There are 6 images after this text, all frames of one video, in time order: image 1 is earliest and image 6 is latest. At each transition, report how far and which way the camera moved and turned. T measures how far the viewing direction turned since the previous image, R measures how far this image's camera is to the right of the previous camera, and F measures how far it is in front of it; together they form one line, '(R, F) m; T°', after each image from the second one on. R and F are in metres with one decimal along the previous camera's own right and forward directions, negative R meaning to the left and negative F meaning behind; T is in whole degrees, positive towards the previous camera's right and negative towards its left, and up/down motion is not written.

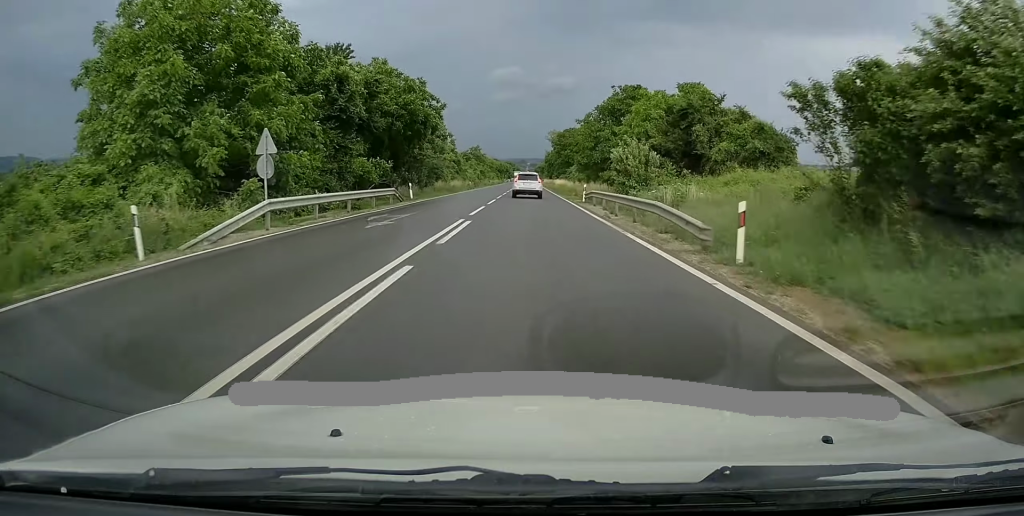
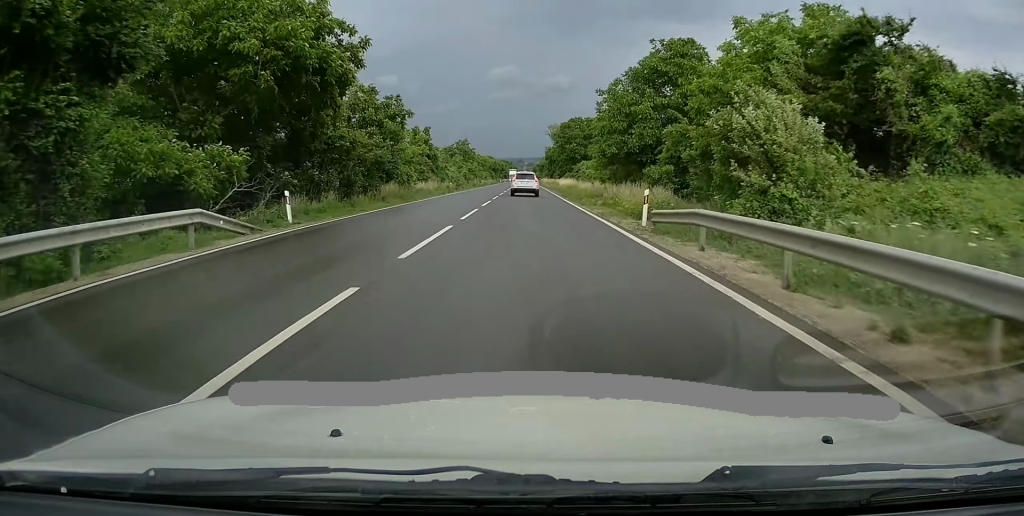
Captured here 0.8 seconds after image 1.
(+0.2, +20.0) m; 0°
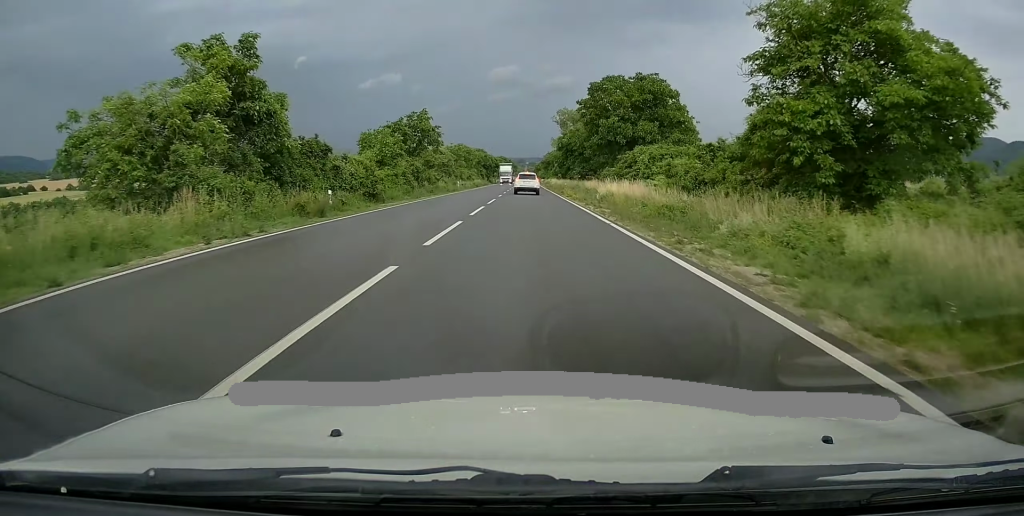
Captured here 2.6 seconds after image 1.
(-0.2, +42.7) m; 0°
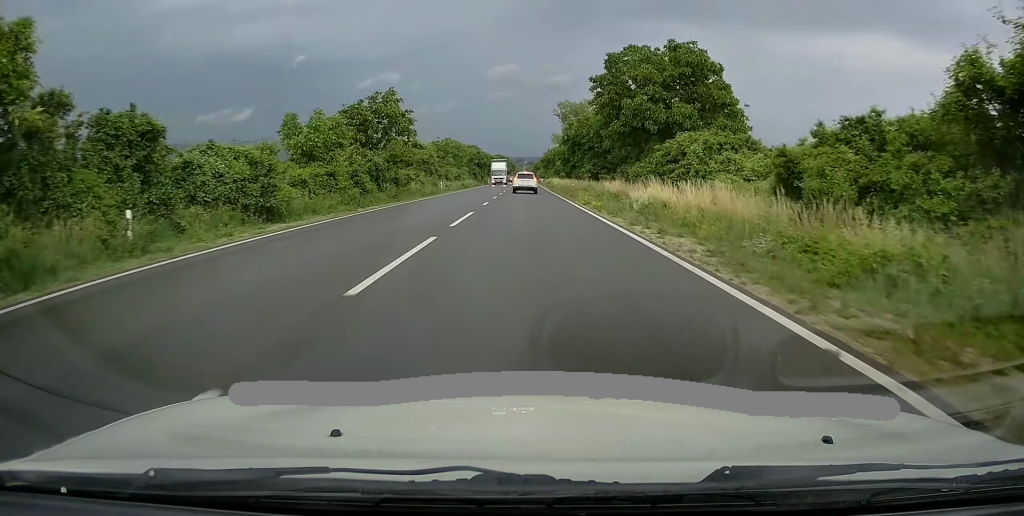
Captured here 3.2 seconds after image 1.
(+0.2, +13.8) m; +1°
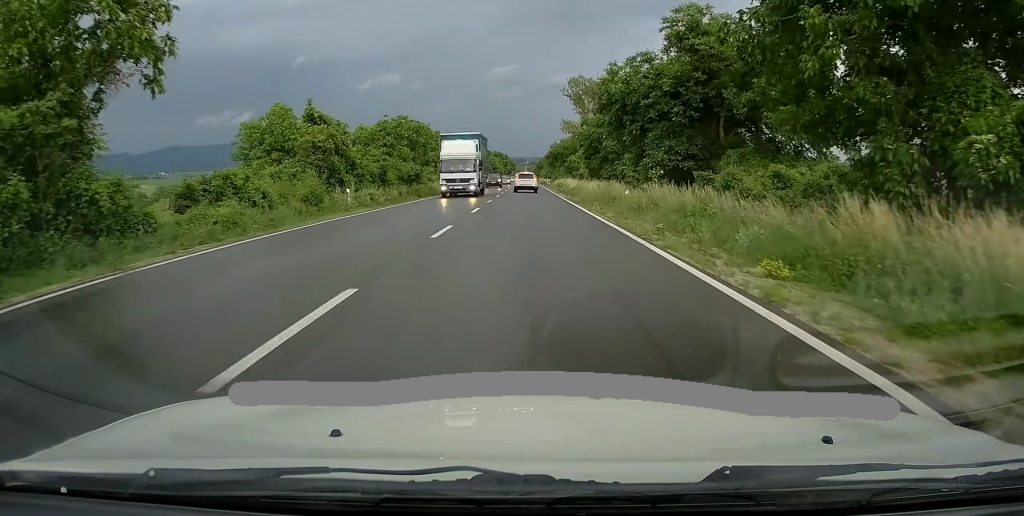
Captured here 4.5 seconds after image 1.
(-0.1, +32.5) m; -1°
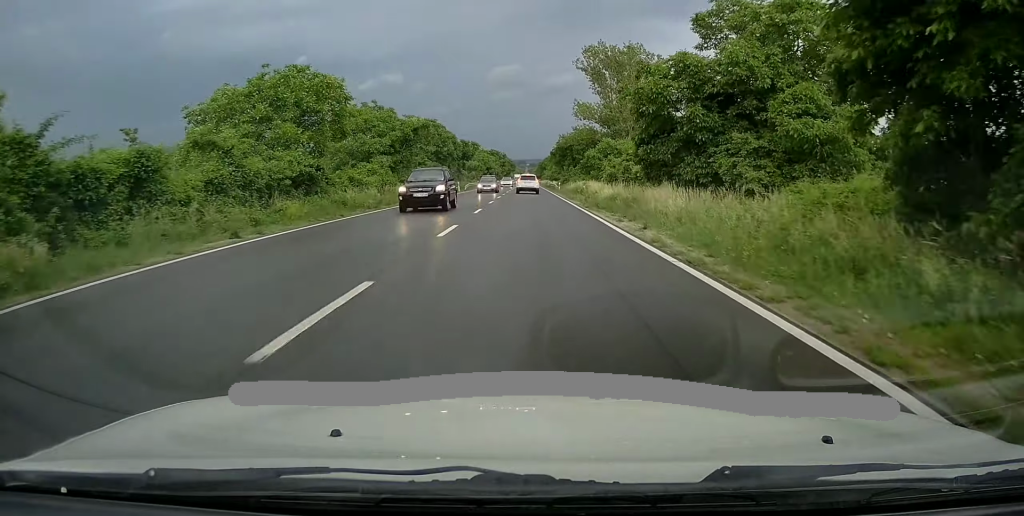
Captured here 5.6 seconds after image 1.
(-0.3, +26.0) m; 0°
